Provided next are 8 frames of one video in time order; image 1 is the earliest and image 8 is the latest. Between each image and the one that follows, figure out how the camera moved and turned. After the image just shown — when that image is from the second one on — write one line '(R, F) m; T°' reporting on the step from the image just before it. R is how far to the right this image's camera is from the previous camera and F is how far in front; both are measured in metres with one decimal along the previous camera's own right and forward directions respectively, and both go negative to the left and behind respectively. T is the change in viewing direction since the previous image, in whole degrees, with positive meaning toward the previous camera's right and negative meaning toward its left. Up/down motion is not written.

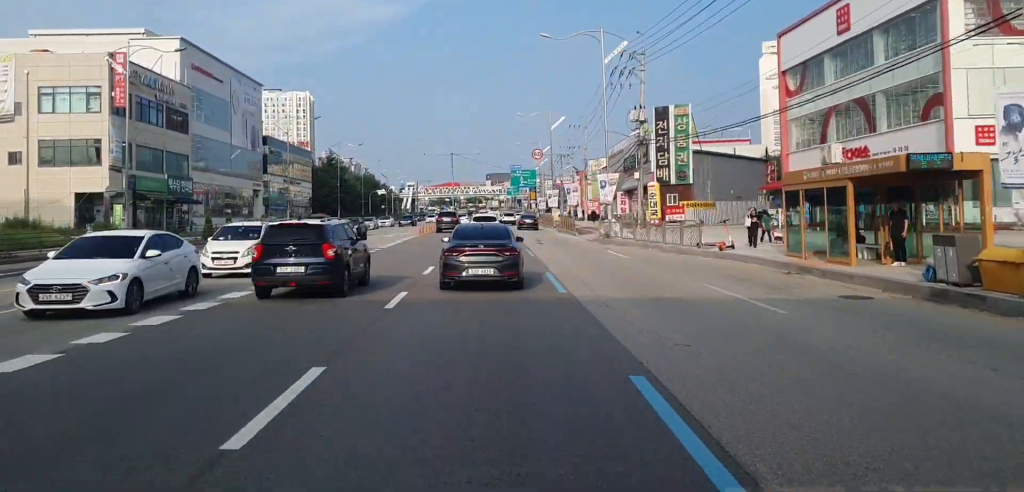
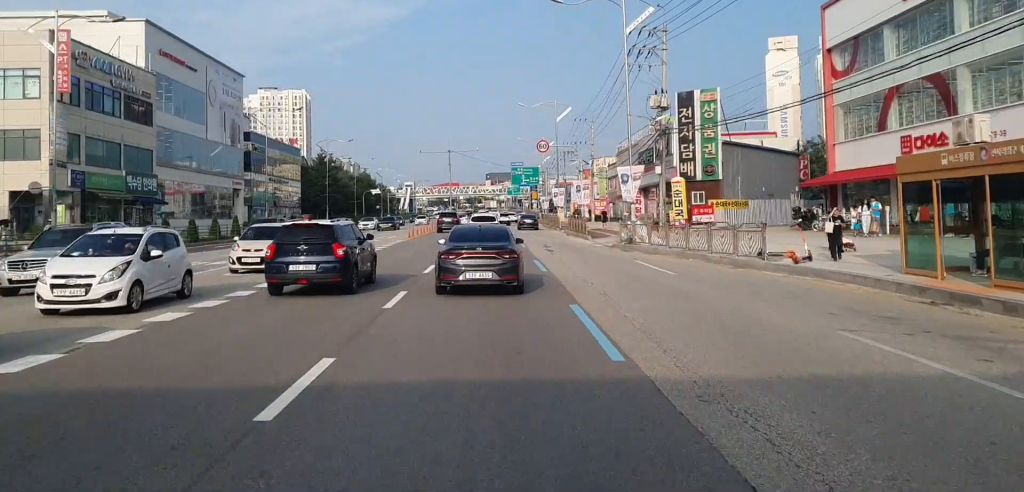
(+0.1, +7.3) m; 0°
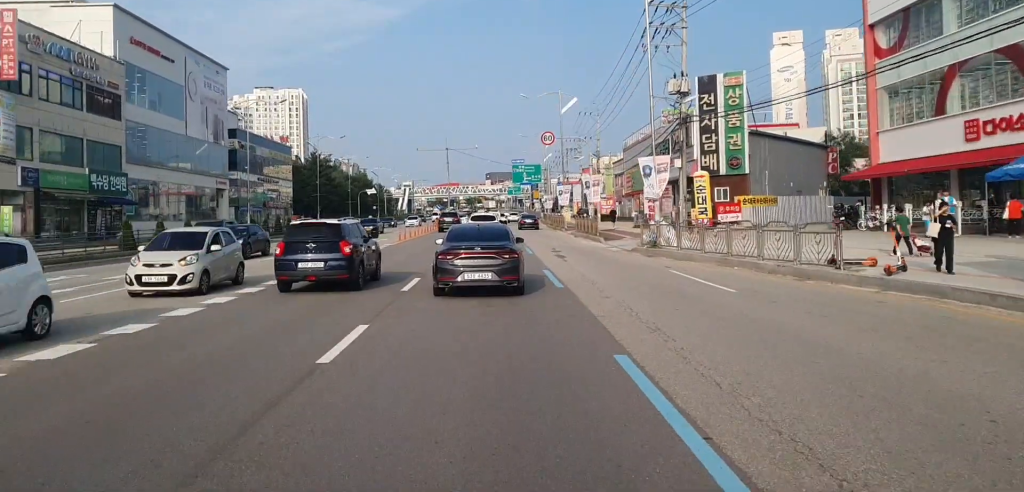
(+0.1, +5.2) m; 0°
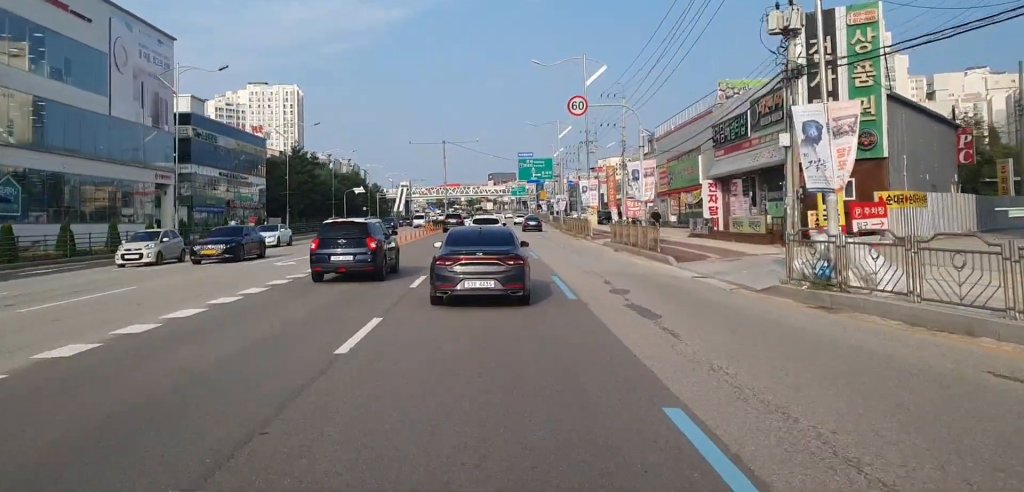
(-0.1, +16.1) m; 0°
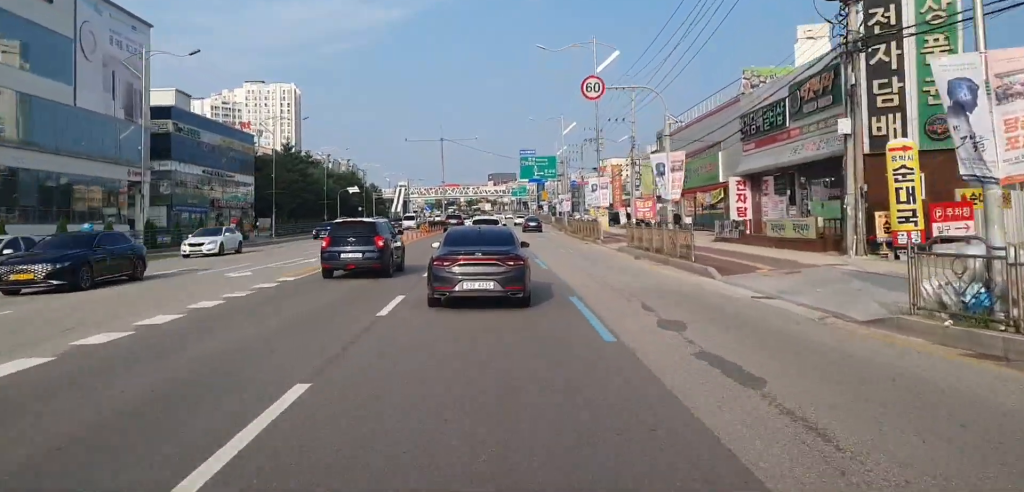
(+0.1, +5.1) m; 0°
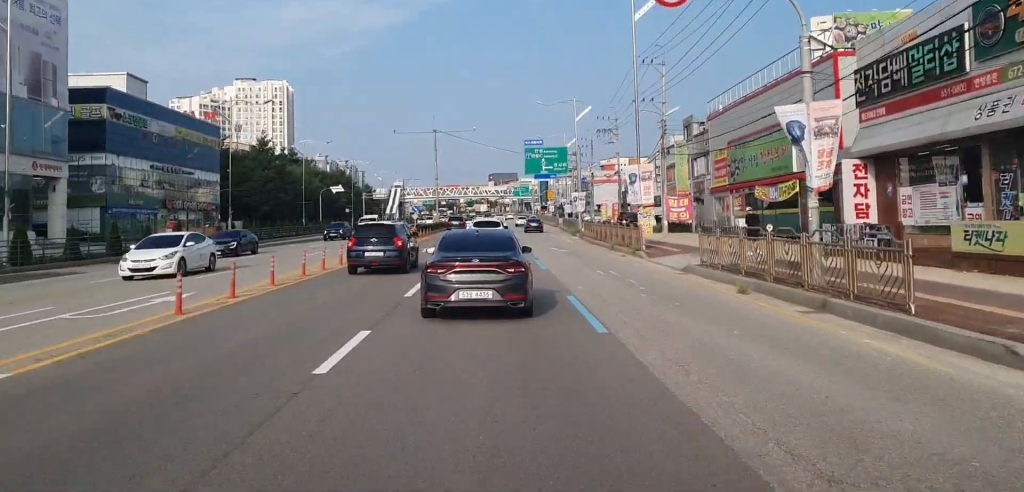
(0.0, +13.1) m; 0°
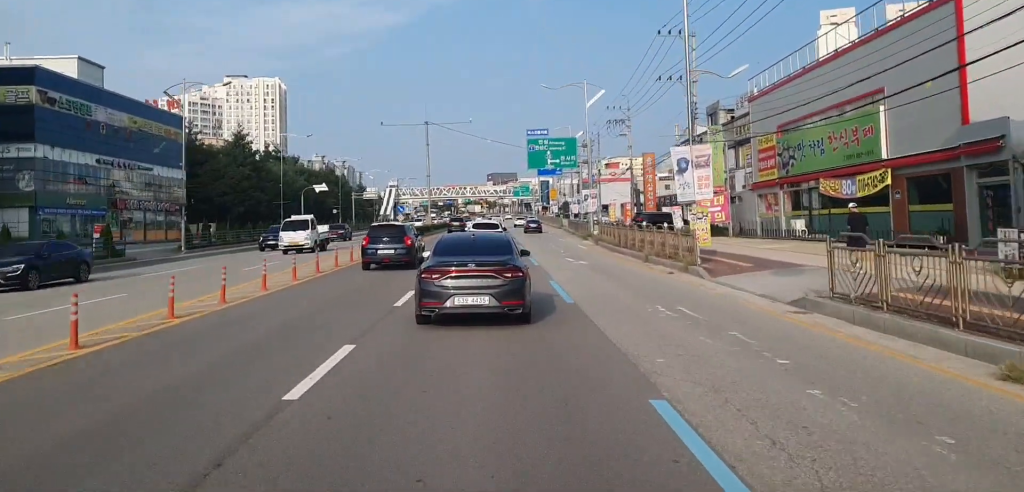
(0.0, +9.5) m; -1°
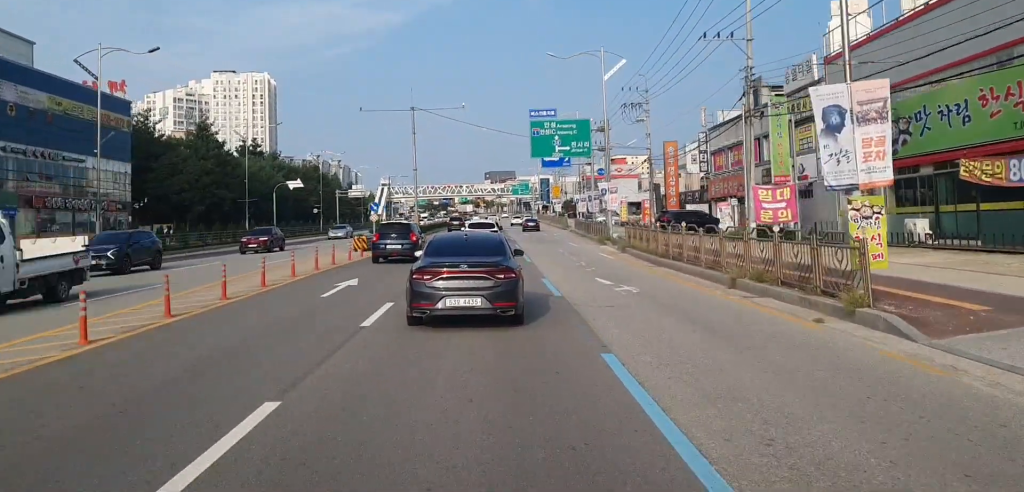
(0.0, +11.4) m; 0°
